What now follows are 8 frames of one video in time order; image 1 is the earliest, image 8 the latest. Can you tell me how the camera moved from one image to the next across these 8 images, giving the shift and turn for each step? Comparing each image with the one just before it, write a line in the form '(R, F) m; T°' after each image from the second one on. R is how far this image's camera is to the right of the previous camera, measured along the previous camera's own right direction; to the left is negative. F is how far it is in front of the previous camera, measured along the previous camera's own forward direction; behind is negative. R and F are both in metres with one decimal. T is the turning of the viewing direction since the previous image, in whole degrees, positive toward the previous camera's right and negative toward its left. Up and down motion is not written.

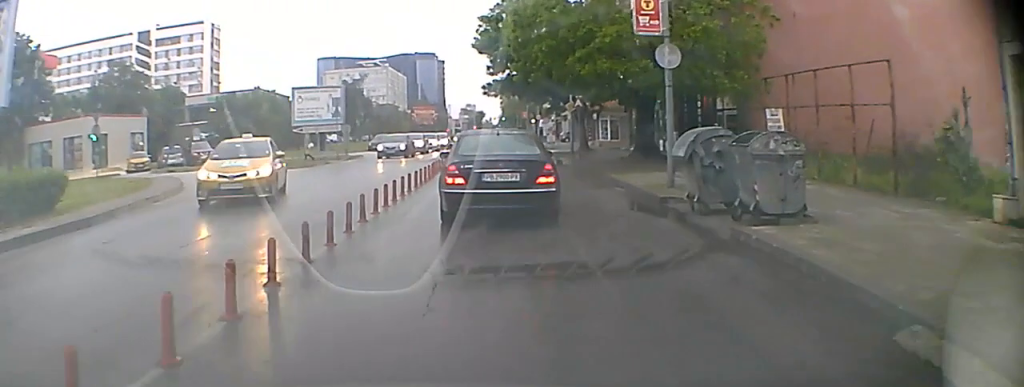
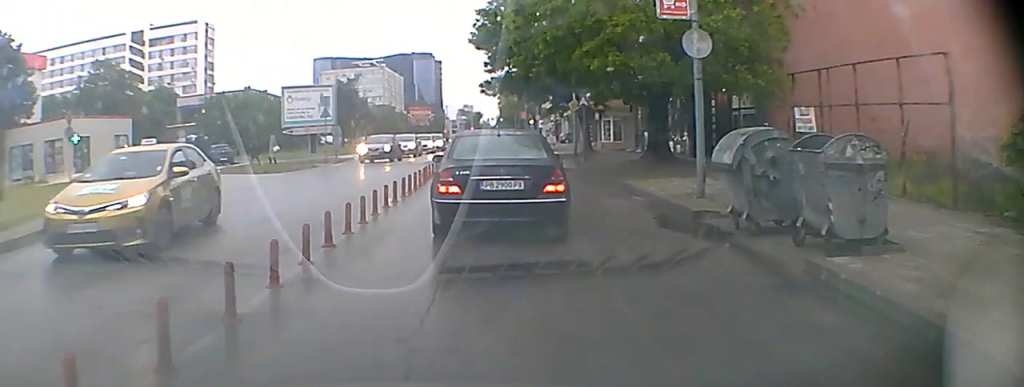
(0.0, +3.8) m; 0°
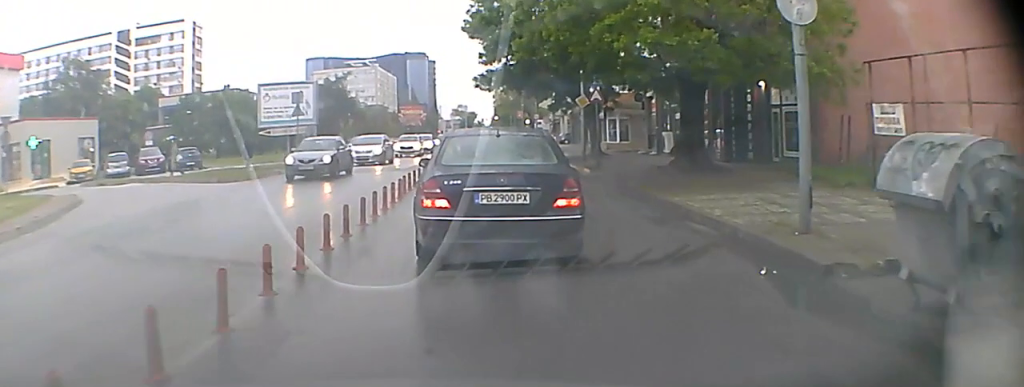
(-0.1, +12.2) m; 0°
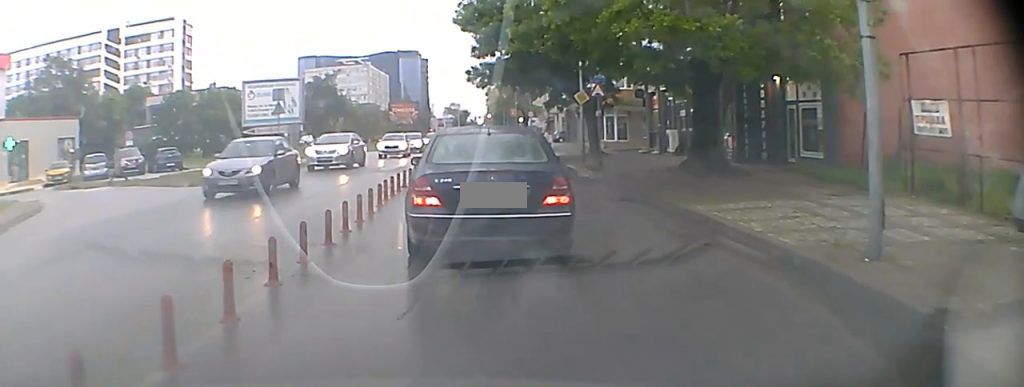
(+0.1, +7.3) m; +1°
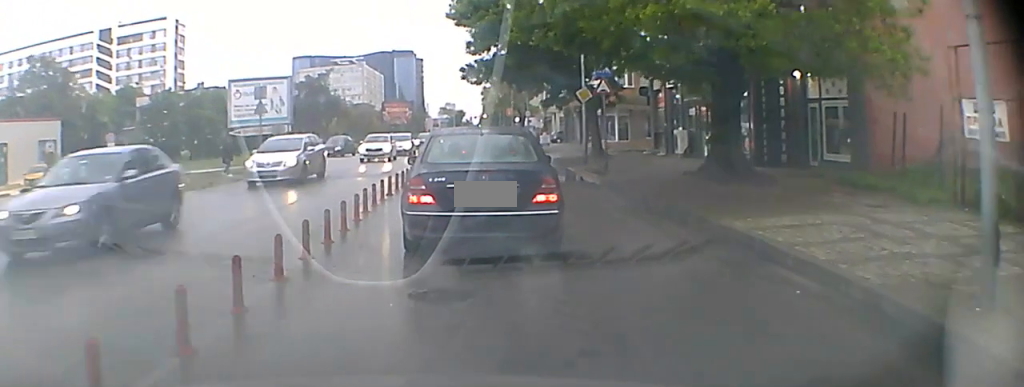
(0.0, +7.0) m; 0°
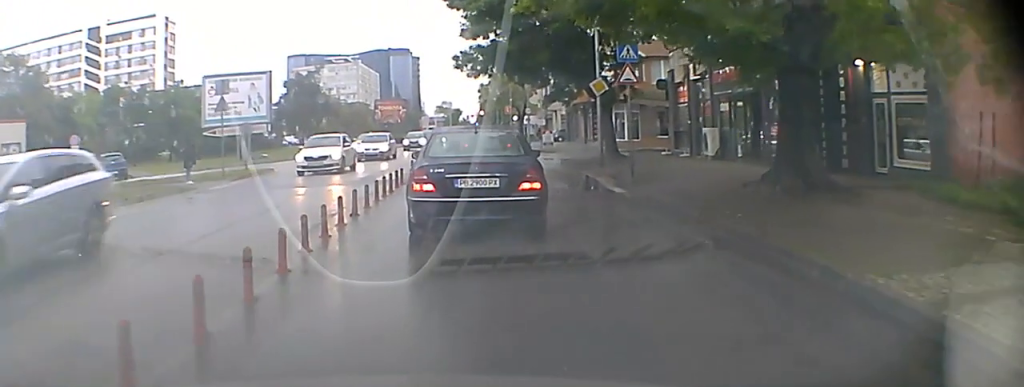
(0.0, +13.4) m; 0°
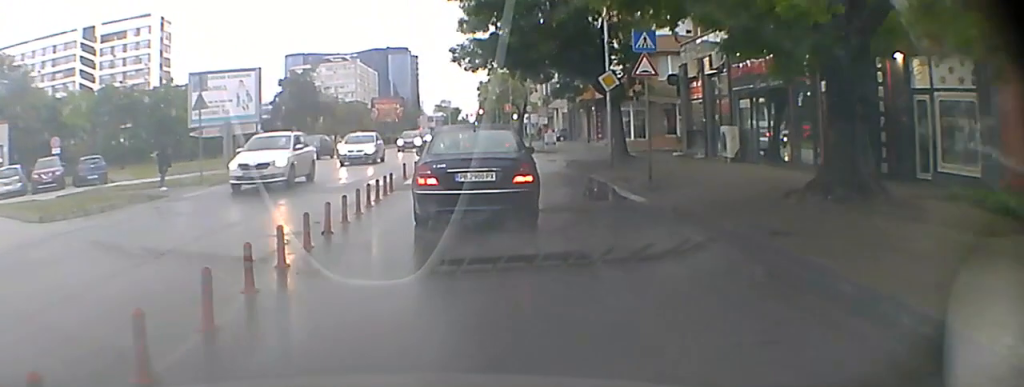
(-0.1, +6.9) m; 0°
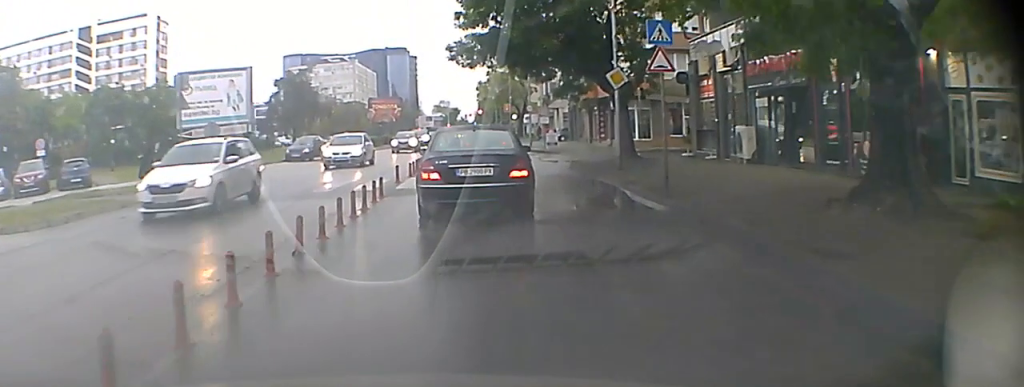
(0.0, +4.4) m; +1°
